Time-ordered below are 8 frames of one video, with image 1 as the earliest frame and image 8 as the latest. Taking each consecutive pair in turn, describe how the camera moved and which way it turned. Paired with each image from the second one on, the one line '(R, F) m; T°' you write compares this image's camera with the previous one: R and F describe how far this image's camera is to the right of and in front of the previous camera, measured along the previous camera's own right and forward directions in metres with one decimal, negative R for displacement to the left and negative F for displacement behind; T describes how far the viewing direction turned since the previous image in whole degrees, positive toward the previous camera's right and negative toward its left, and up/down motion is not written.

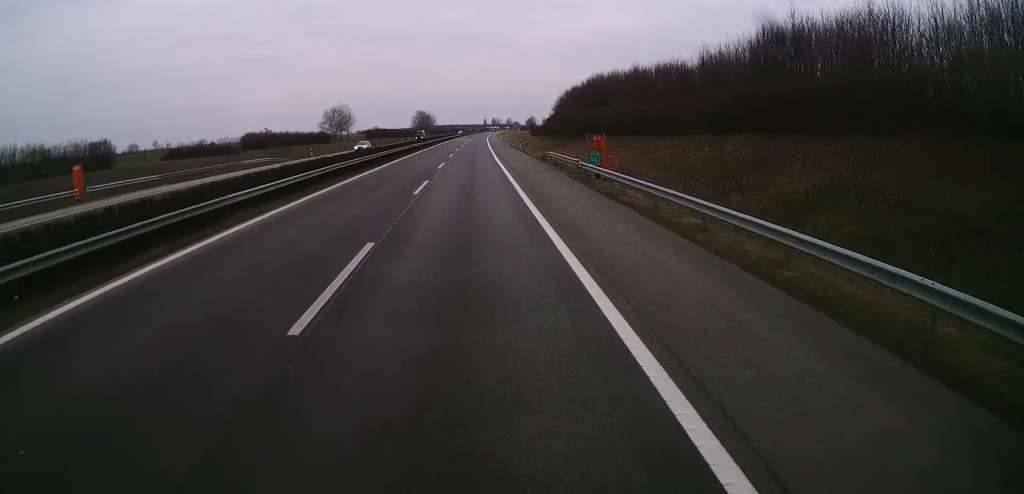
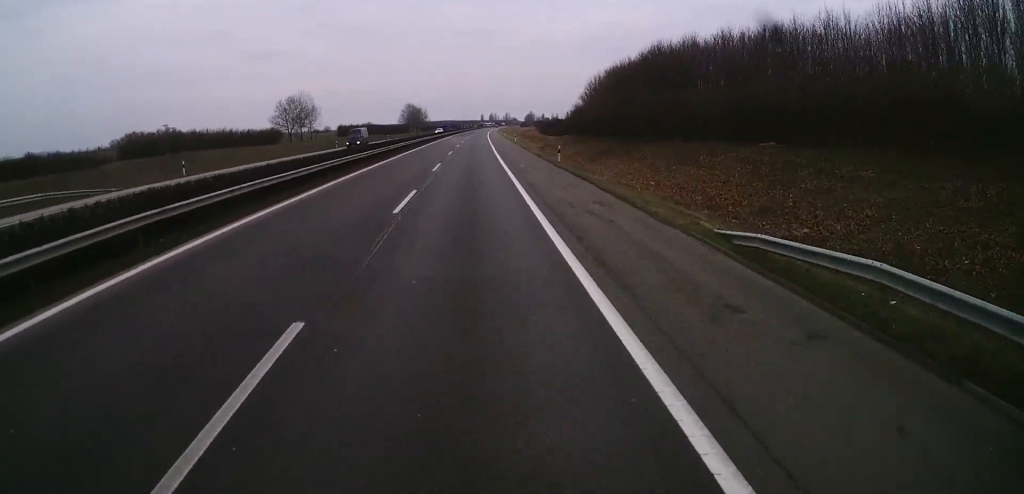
(-0.5, +36.5) m; 0°
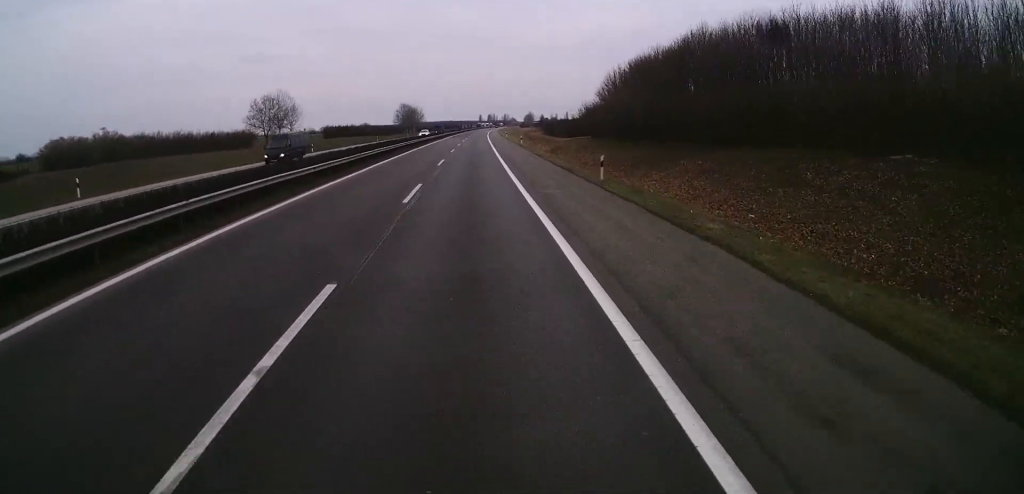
(+0.2, +13.7) m; +1°
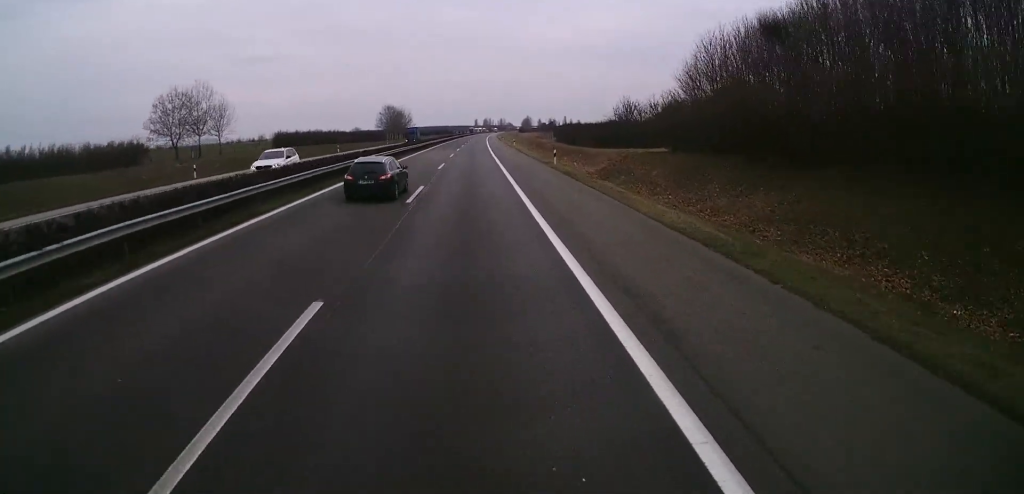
(+0.1, +34.3) m; -1°
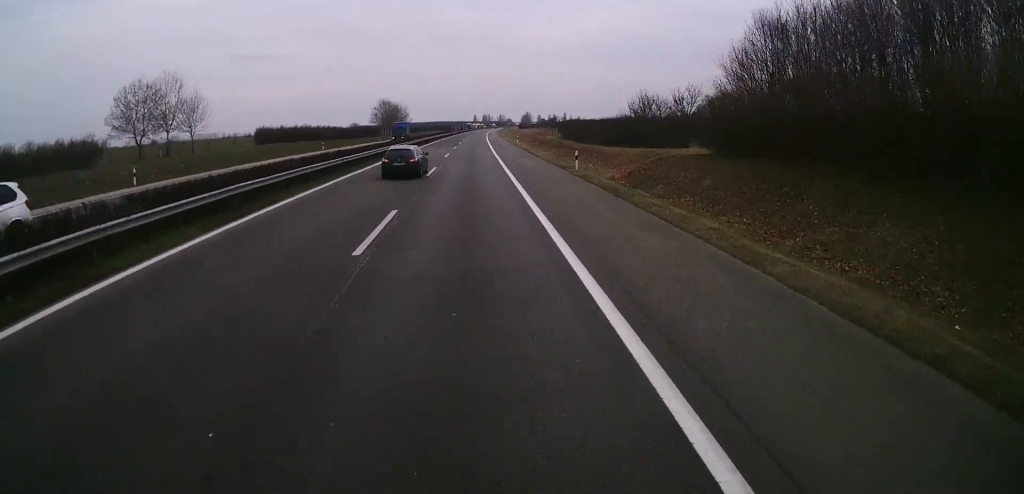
(-0.1, +9.1) m; 0°
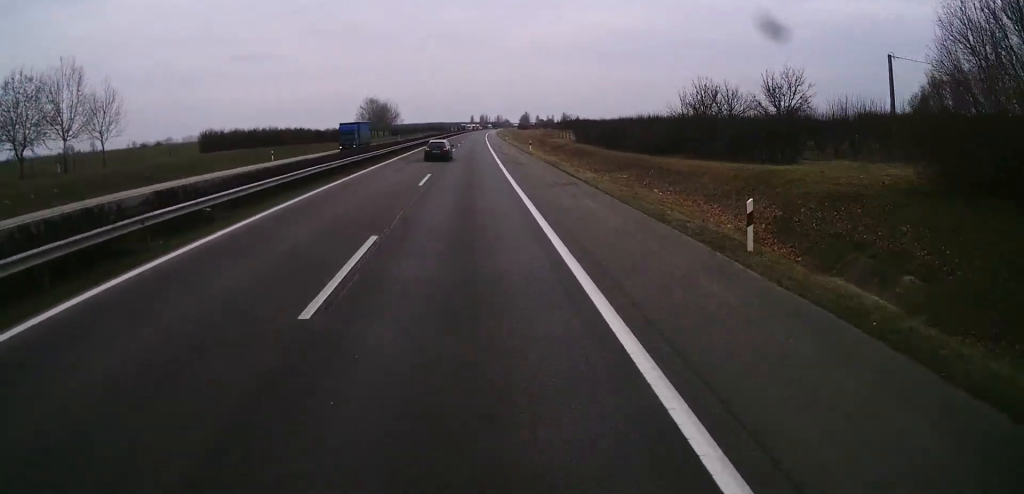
(0.0, +21.4) m; 0°
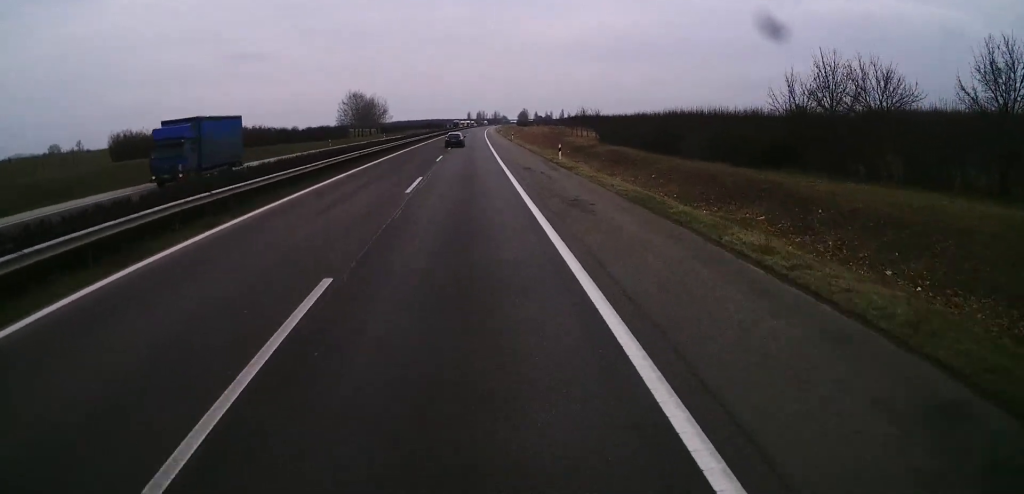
(+0.1, +22.1) m; +1°
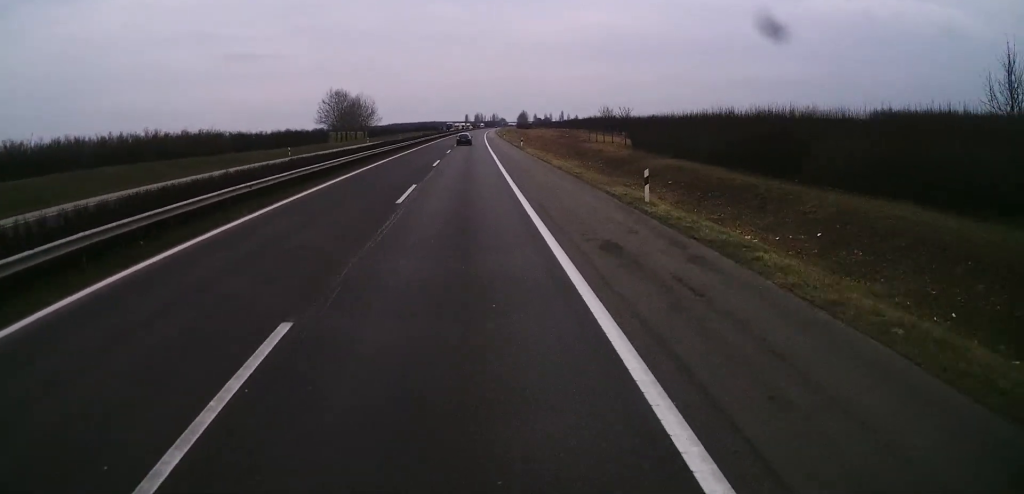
(+0.1, +19.8) m; +1°
